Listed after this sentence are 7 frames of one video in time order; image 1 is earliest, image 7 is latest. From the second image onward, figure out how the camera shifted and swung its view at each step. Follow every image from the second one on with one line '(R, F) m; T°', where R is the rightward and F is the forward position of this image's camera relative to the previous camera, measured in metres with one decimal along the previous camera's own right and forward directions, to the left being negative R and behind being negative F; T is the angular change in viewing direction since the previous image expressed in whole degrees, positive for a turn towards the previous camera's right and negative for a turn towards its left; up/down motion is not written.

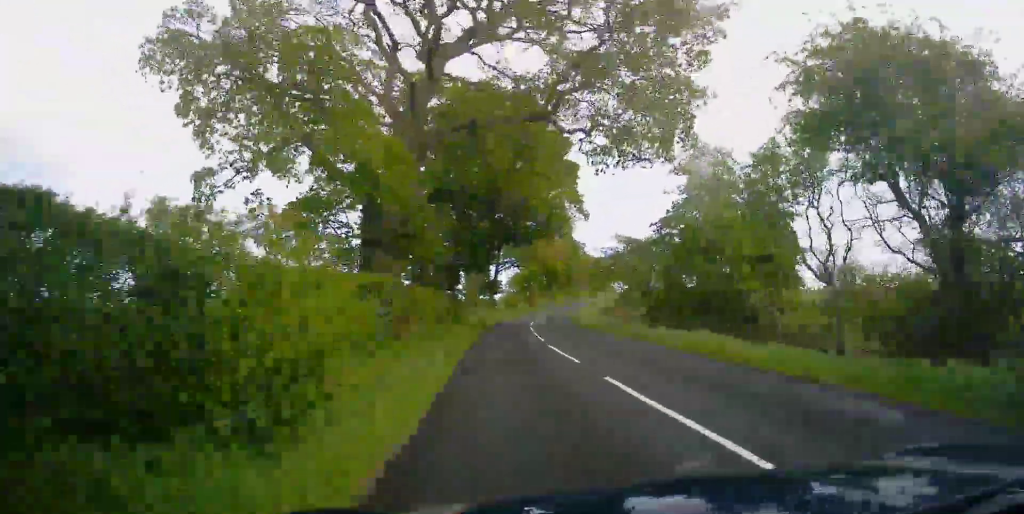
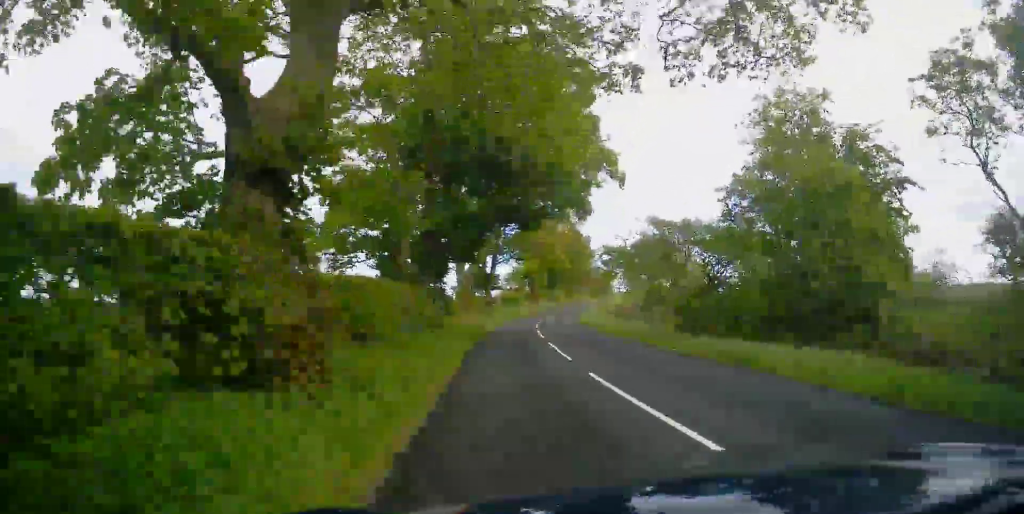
(+0.1, +7.6) m; +1°
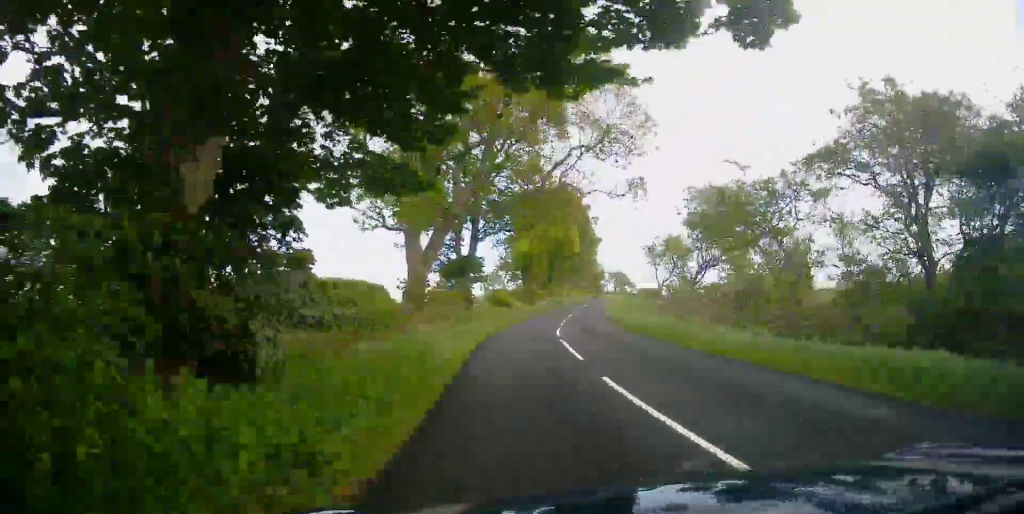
(+0.3, +18.9) m; +1°
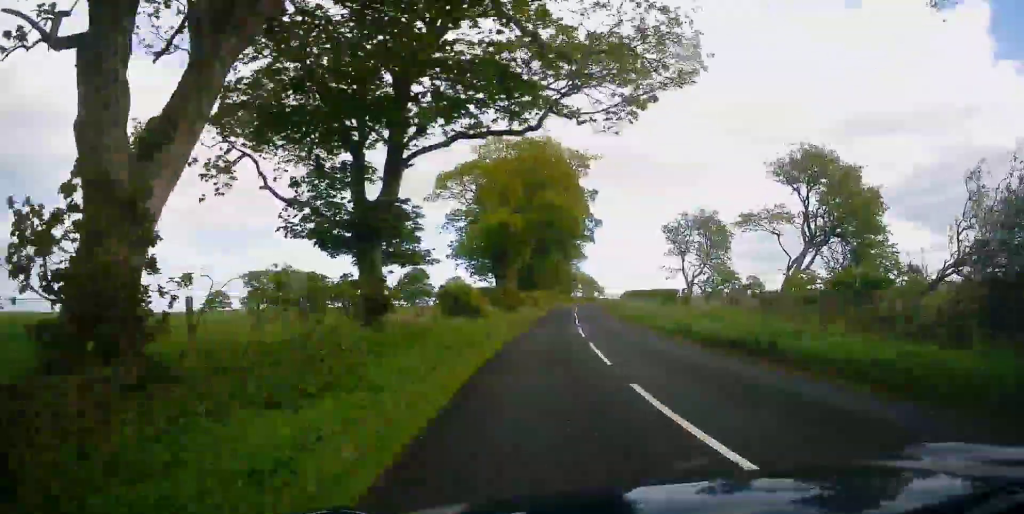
(+0.1, +18.2) m; +2°
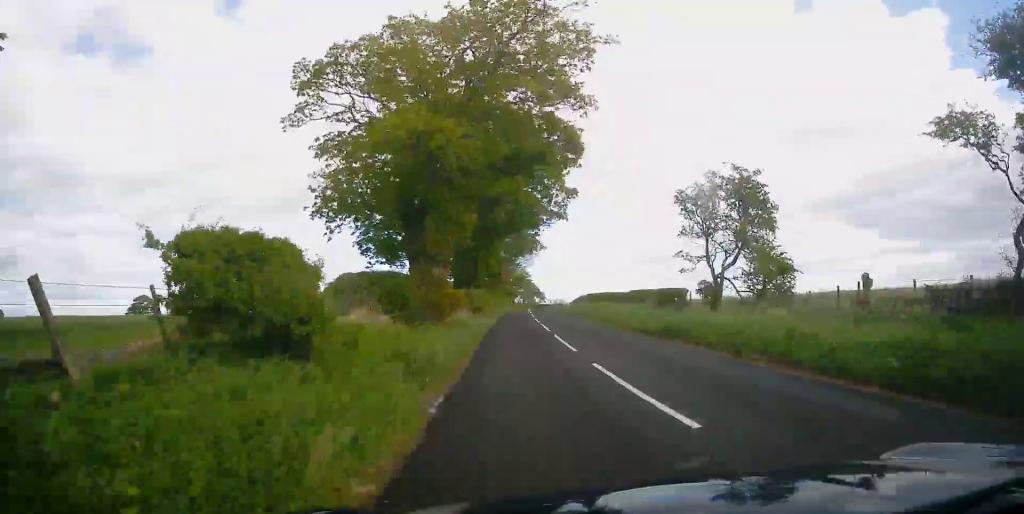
(+0.6, +15.4) m; +4°
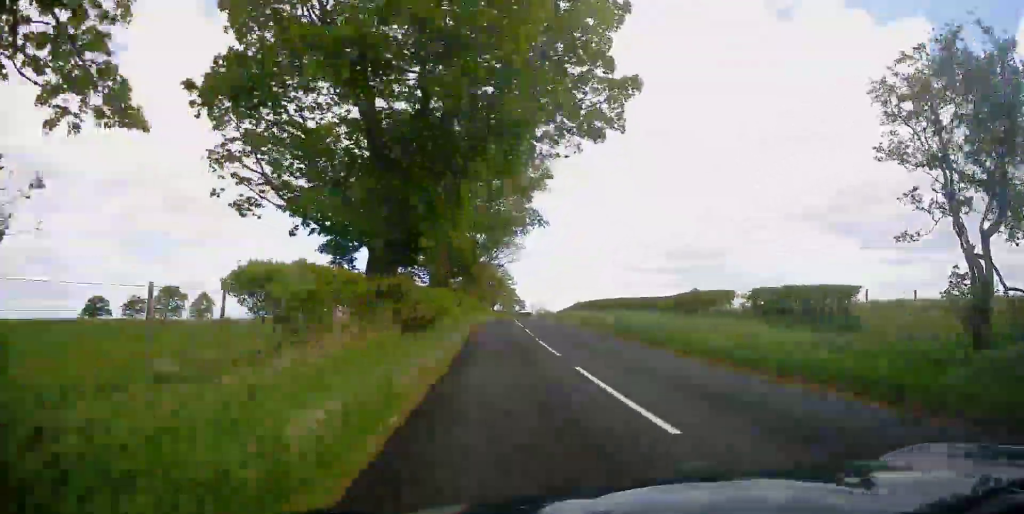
(+0.9, +17.7) m; +5°
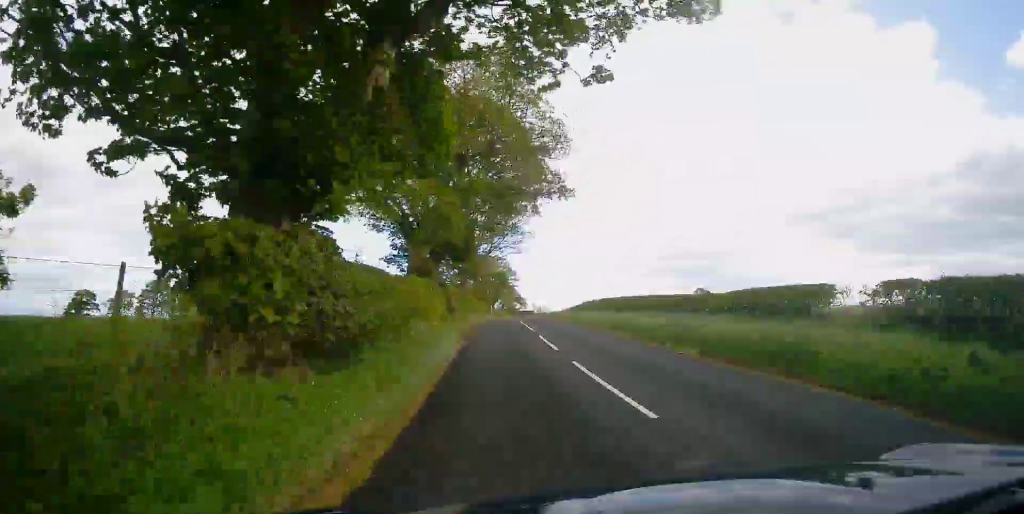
(+0.2, +8.3) m; +2°
